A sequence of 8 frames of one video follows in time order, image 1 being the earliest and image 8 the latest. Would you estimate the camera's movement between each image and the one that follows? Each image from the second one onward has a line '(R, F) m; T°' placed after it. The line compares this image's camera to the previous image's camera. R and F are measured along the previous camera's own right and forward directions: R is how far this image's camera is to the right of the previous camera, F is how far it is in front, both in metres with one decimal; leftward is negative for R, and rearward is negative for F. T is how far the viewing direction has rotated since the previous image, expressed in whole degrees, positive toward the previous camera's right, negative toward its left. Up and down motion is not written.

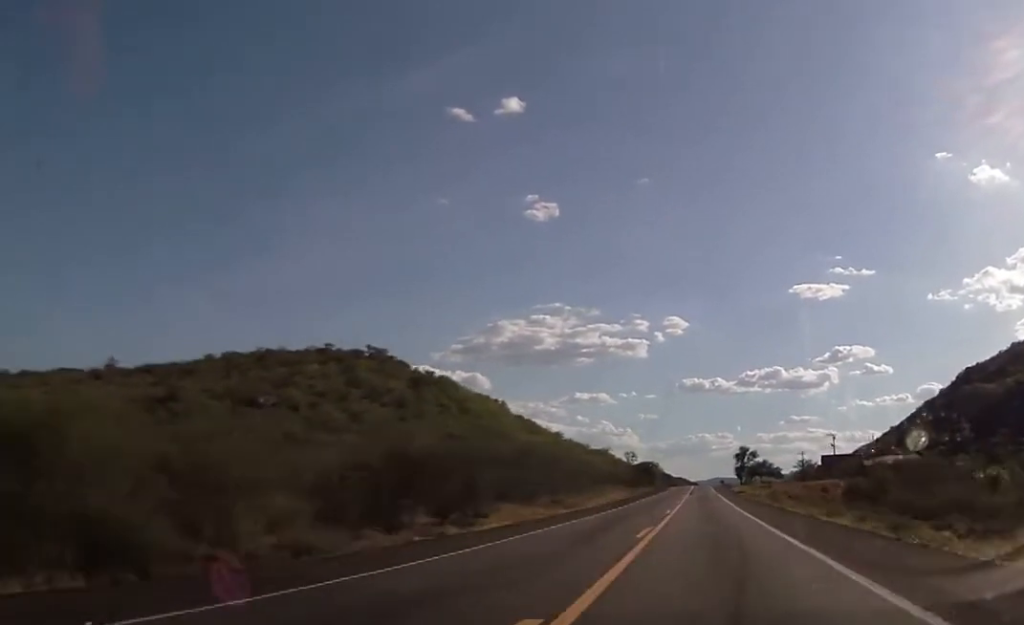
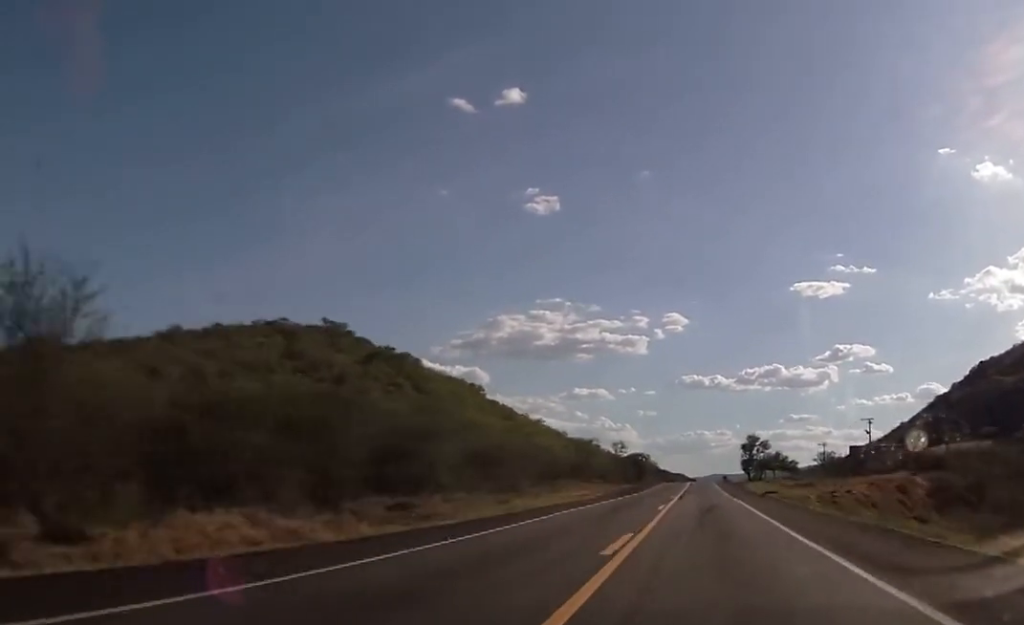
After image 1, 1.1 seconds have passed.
(+0.7, +41.4) m; 0°
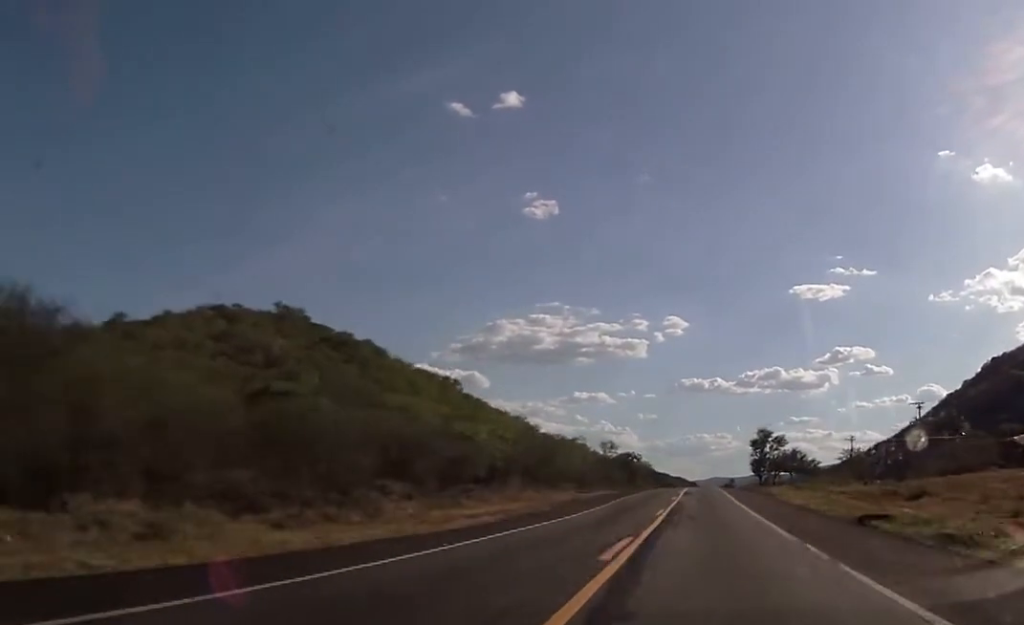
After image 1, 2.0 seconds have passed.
(-0.4, +34.5) m; 0°
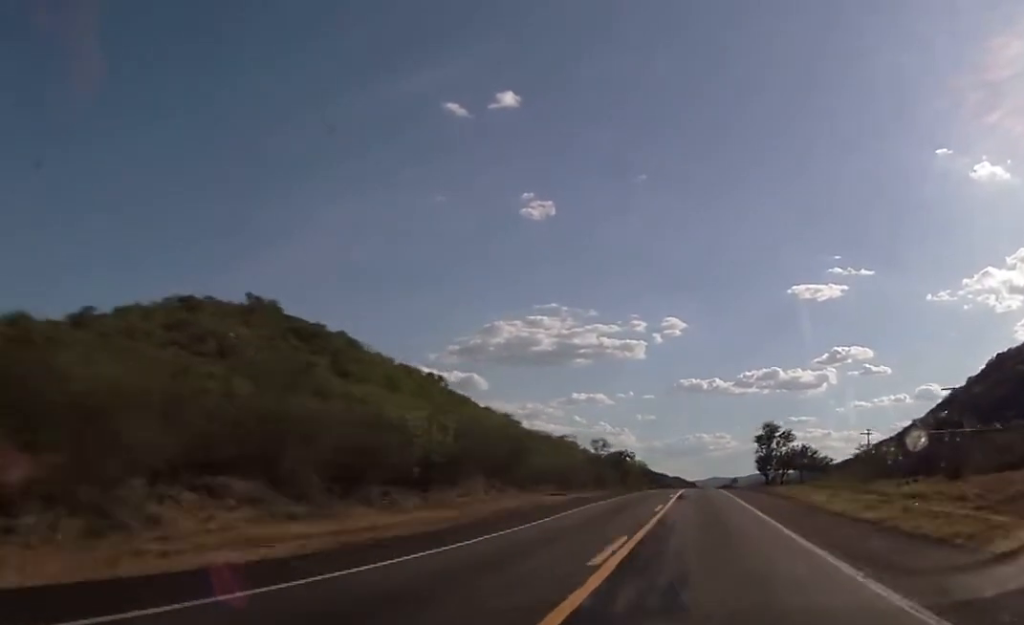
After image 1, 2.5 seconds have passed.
(0.0, +16.9) m; 0°
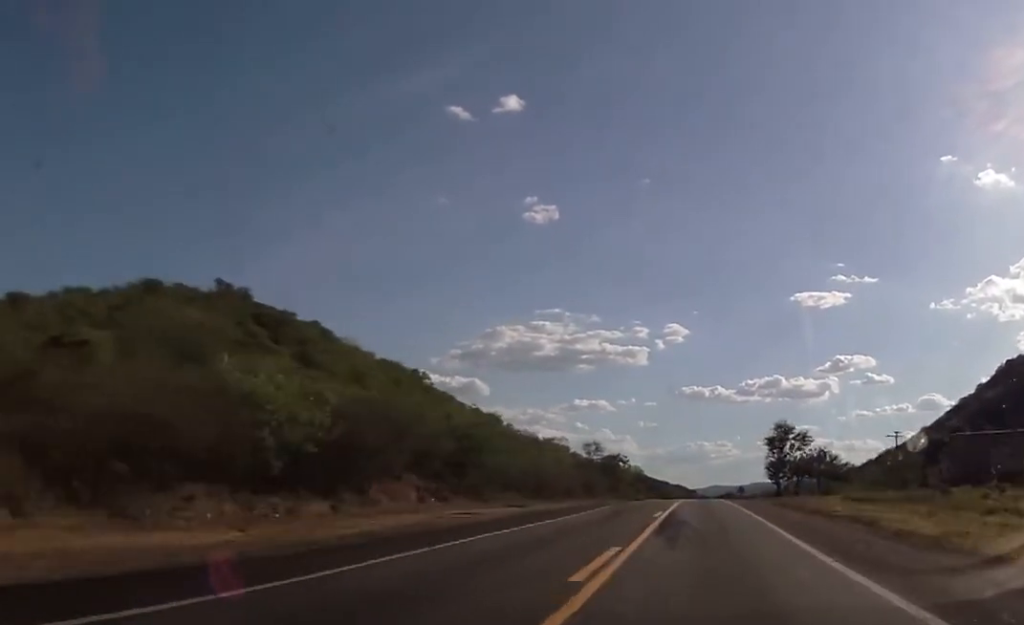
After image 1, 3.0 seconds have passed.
(+0.1, +19.2) m; 0°
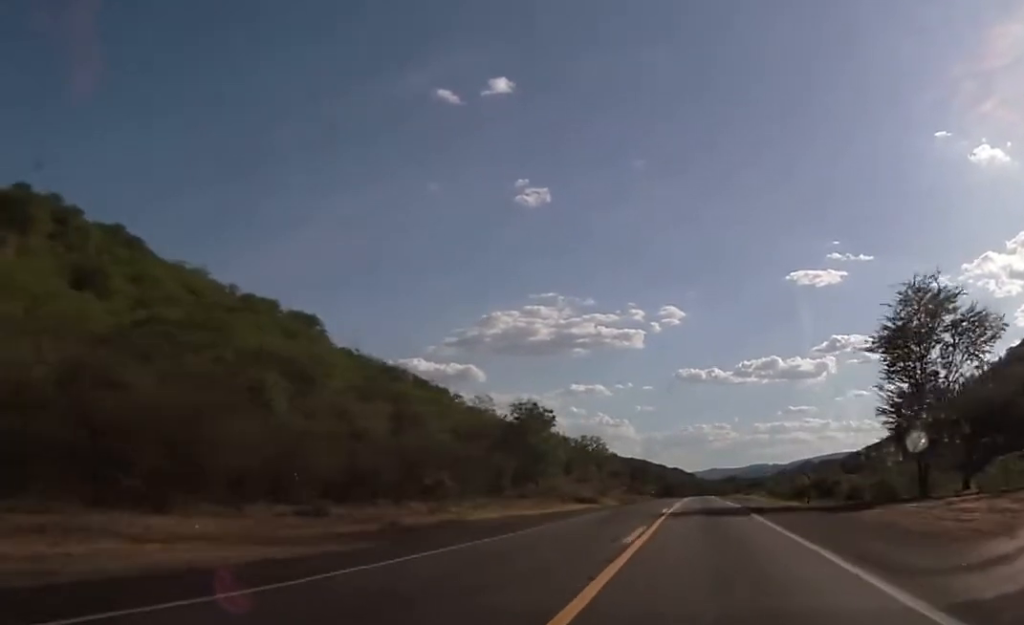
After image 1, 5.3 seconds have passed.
(-0.3, +80.3) m; 0°
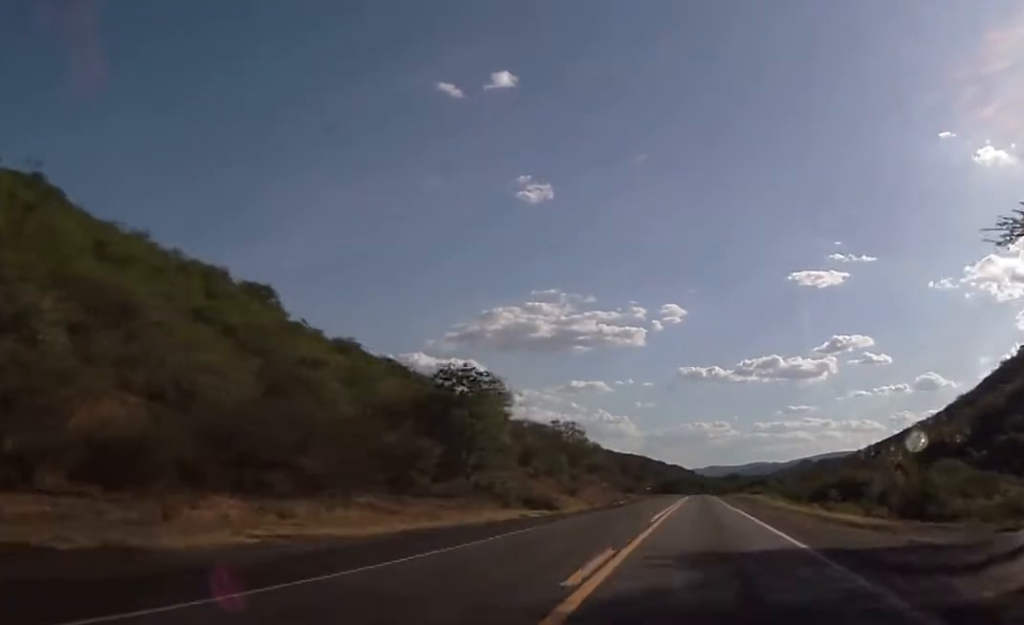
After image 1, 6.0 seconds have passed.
(+0.3, +24.0) m; 0°
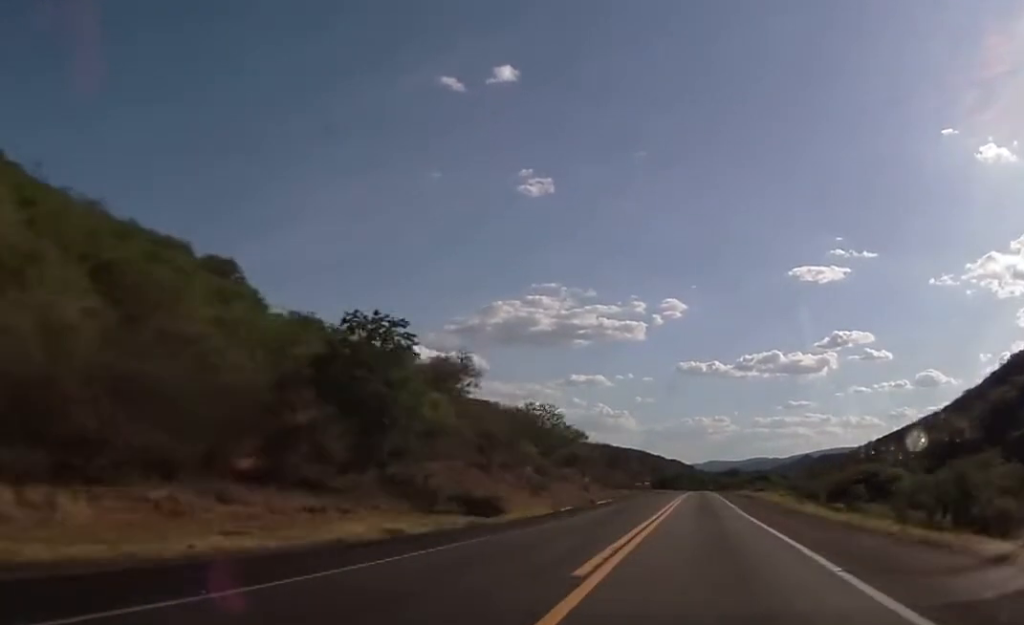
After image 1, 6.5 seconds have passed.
(-0.2, +15.7) m; 0°
